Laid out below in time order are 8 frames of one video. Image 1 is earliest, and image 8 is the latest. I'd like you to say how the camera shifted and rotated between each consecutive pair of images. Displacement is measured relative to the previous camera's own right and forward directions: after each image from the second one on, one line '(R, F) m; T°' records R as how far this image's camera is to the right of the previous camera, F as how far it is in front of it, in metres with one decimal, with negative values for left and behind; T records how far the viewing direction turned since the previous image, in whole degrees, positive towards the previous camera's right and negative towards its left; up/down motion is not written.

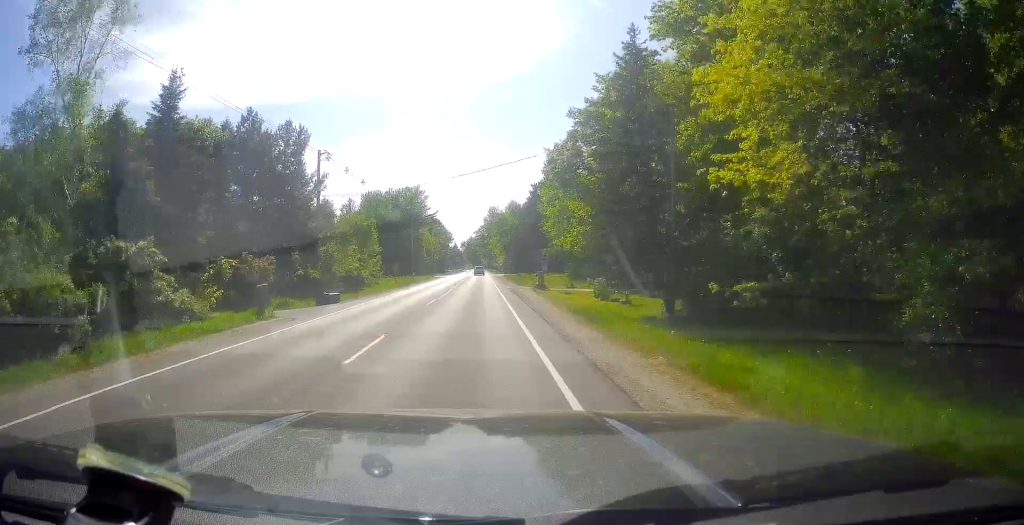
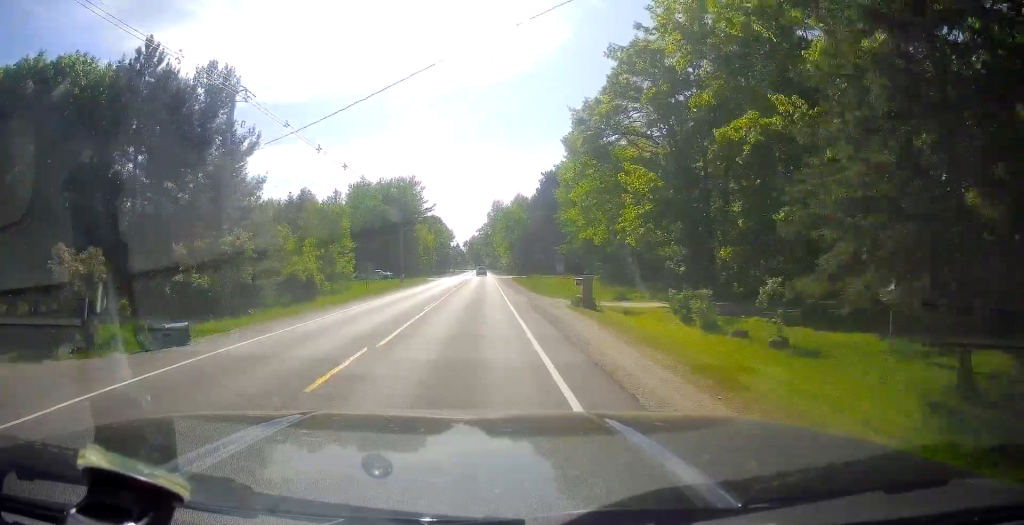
(0.0, +18.5) m; 0°
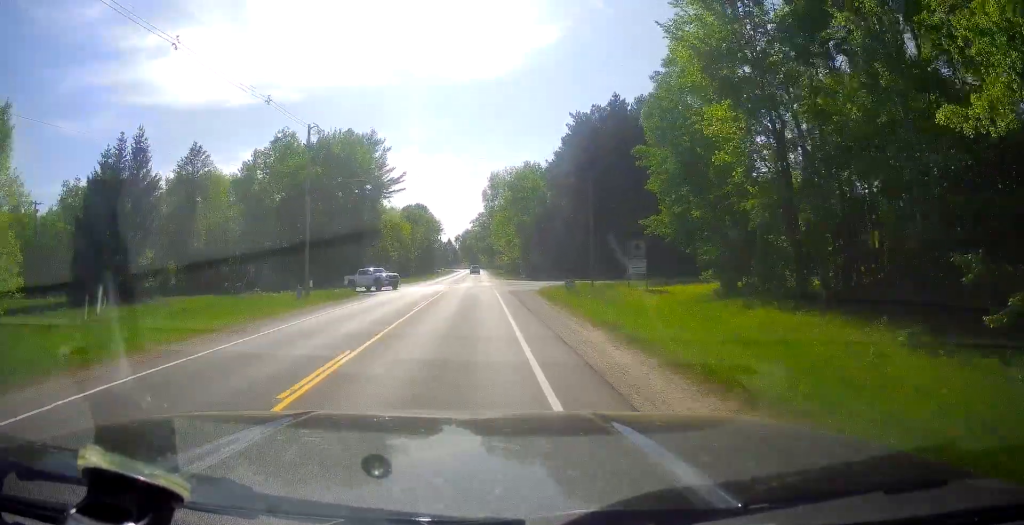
(+1.1, +49.0) m; +2°
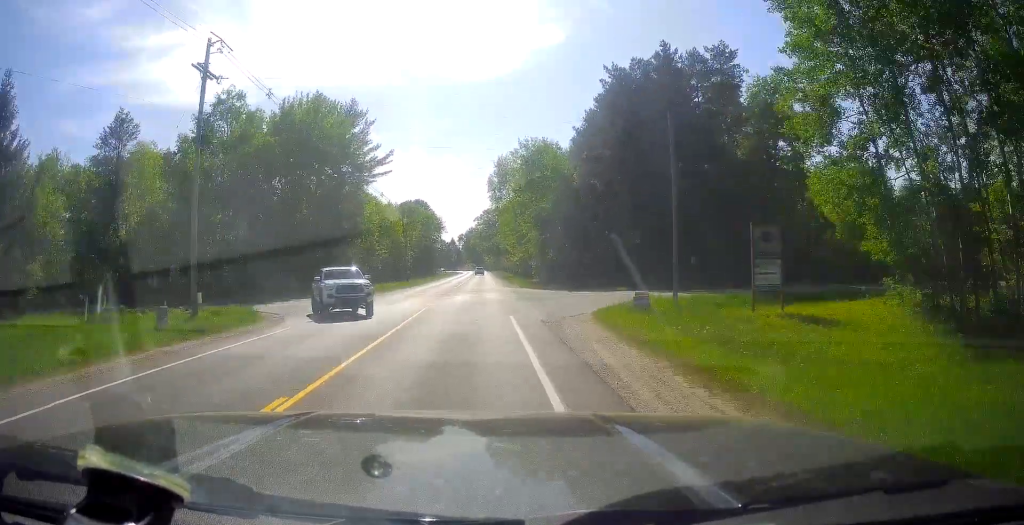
(-0.2, +20.4) m; +1°
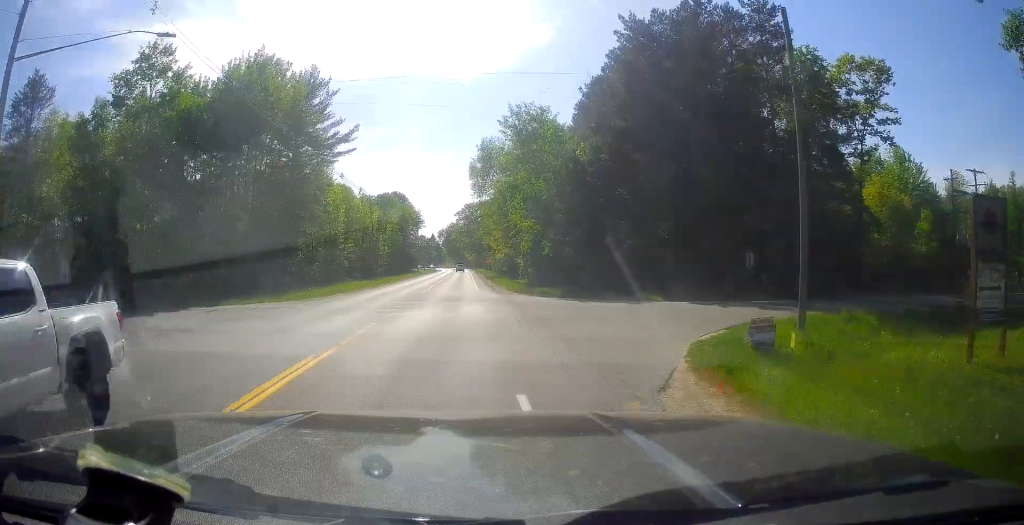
(+0.4, +14.1) m; +4°
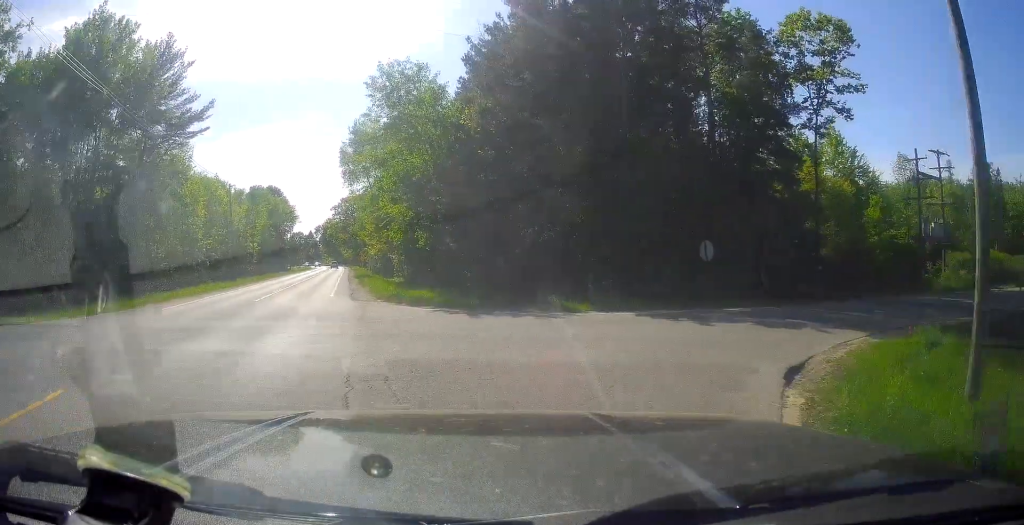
(+0.5, +10.9) m; +10°
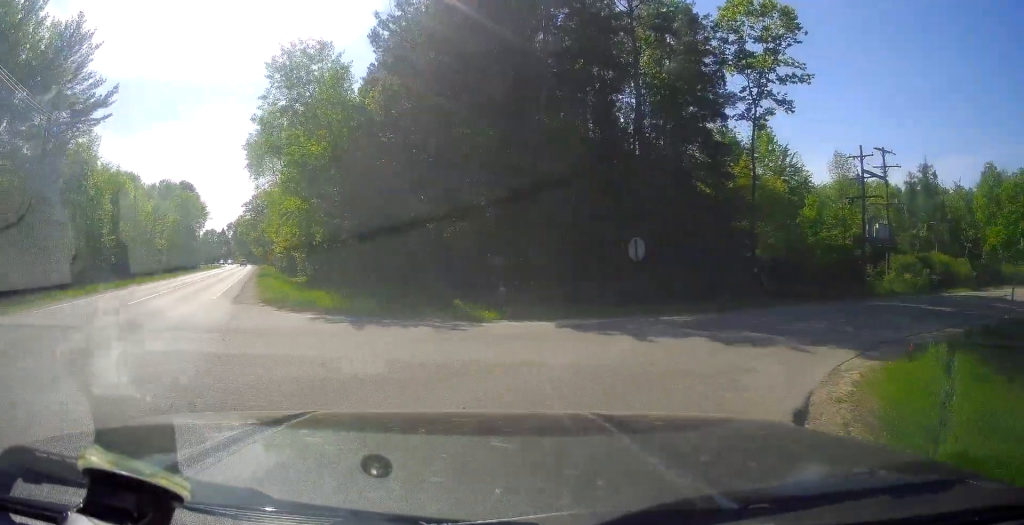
(+0.1, +3.8) m; +6°
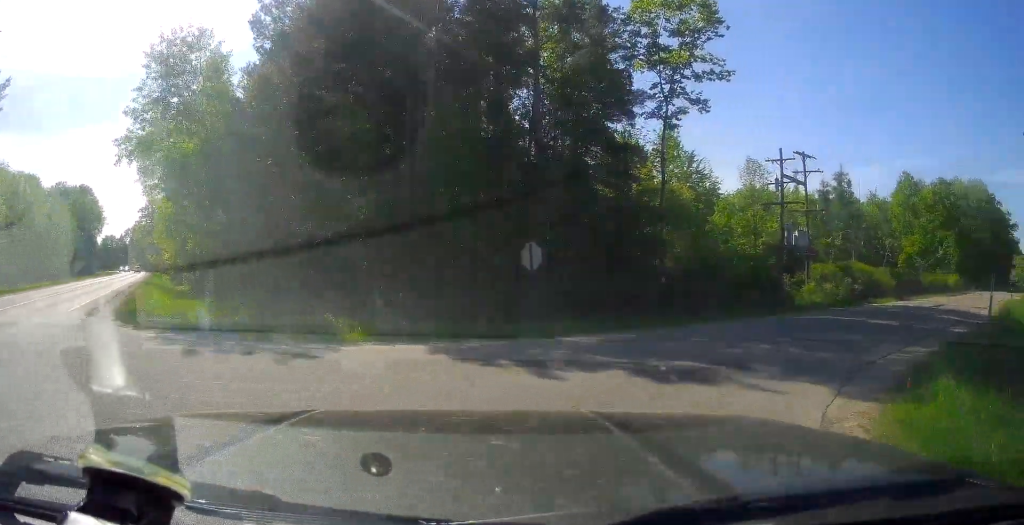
(+0.3, +3.3) m; +8°
